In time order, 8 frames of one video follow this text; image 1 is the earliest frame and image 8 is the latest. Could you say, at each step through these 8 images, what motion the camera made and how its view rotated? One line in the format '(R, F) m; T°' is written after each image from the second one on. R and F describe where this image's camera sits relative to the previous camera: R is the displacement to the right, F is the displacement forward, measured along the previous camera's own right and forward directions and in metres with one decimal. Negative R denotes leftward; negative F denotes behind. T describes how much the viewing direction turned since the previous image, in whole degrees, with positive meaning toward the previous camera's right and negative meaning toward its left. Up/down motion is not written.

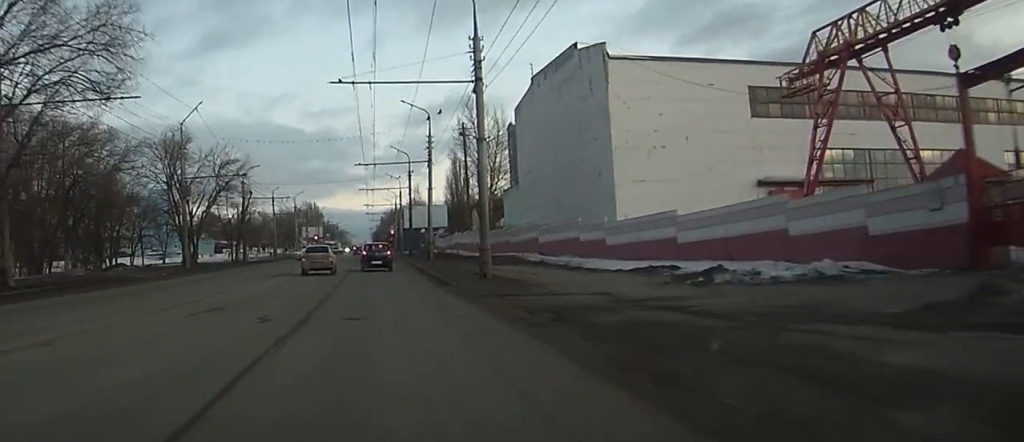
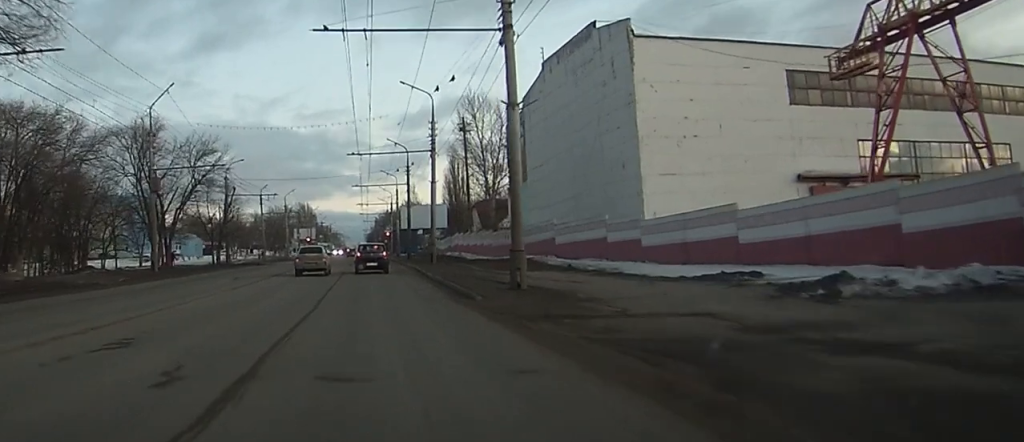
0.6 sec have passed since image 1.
(0.0, +7.8) m; 0°
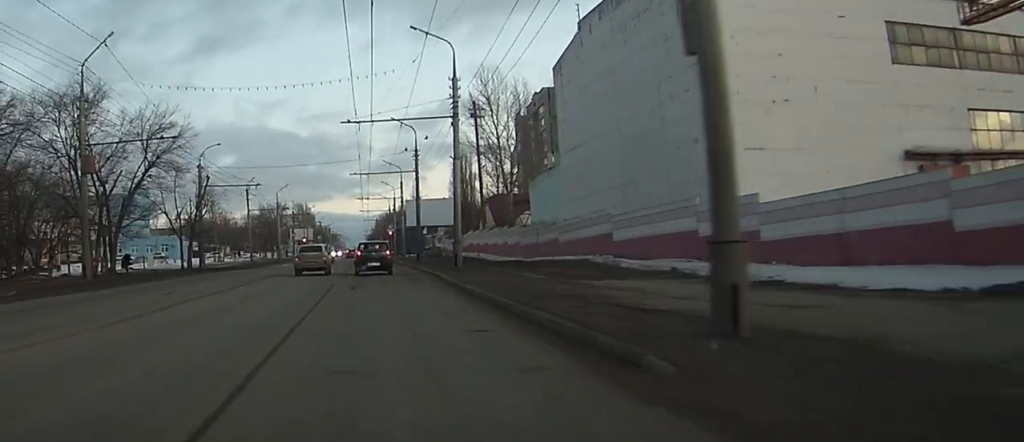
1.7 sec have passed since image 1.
(0.0, +13.7) m; 0°
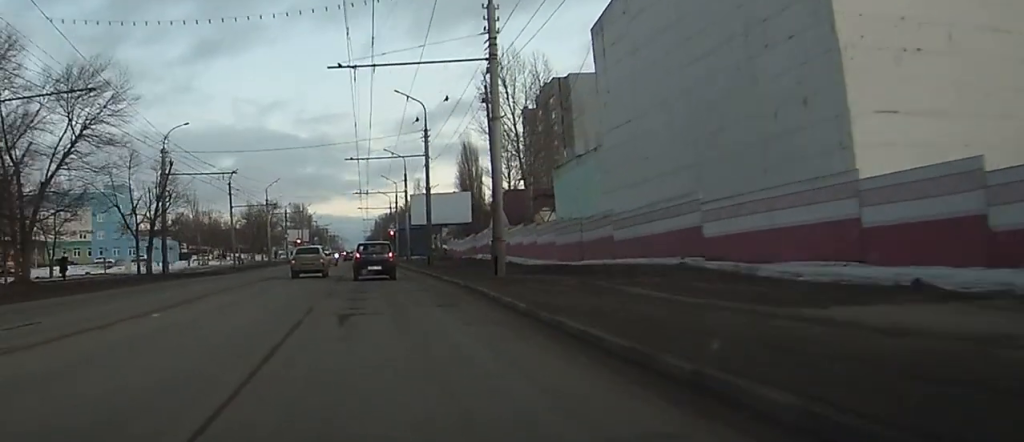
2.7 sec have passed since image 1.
(+0.1, +12.6) m; 0°
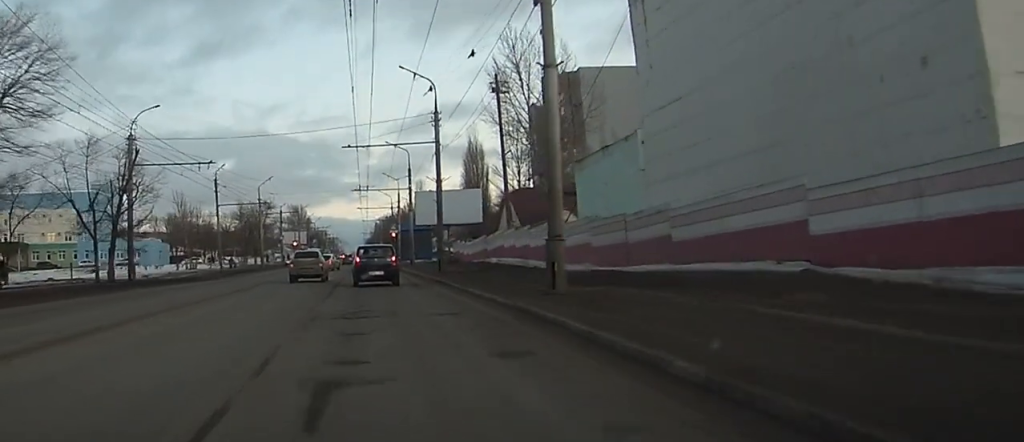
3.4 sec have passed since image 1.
(-0.1, +8.5) m; 0°
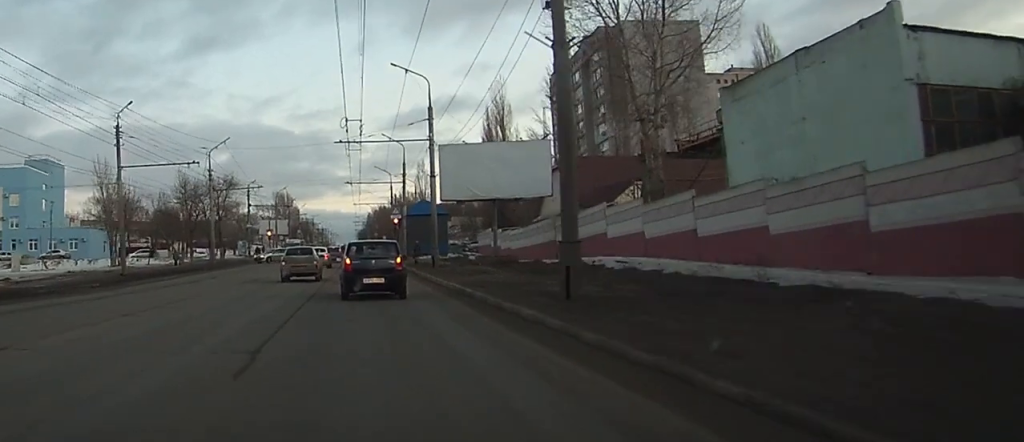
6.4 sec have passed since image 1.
(+0.5, +33.0) m; +1°
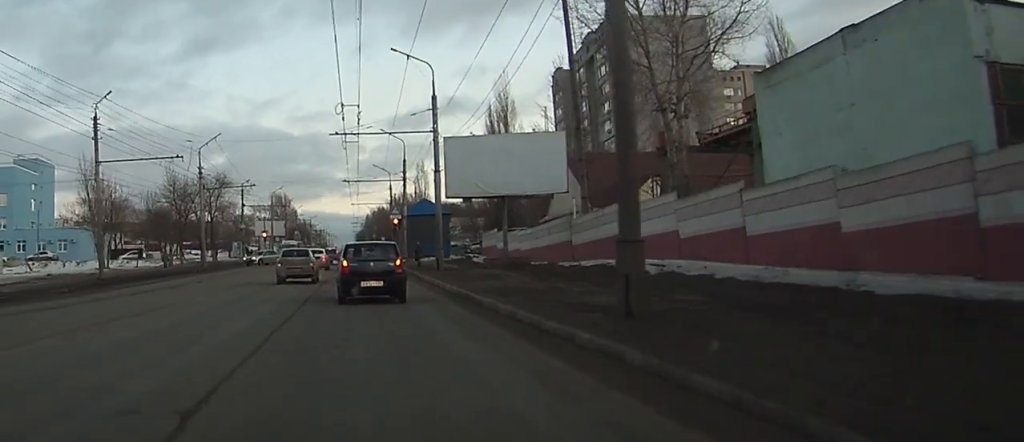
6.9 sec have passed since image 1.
(0.0, +4.3) m; 0°
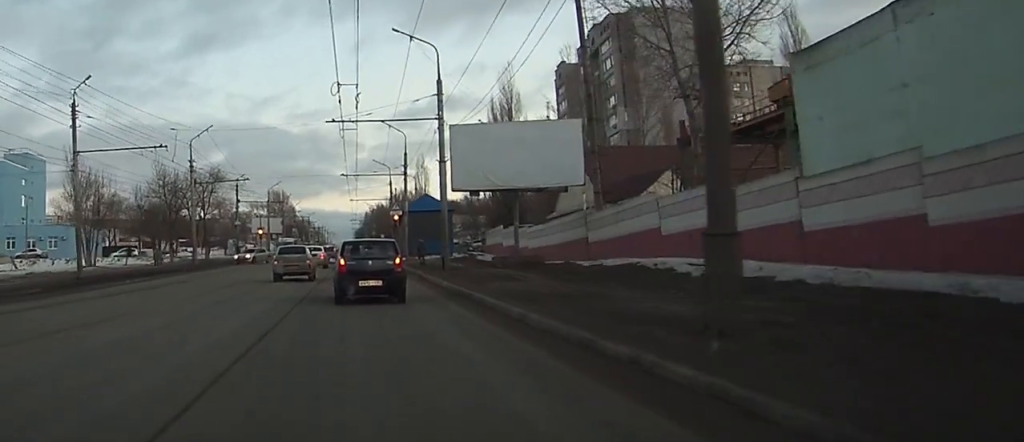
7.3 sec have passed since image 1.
(-0.1, +3.7) m; -1°
